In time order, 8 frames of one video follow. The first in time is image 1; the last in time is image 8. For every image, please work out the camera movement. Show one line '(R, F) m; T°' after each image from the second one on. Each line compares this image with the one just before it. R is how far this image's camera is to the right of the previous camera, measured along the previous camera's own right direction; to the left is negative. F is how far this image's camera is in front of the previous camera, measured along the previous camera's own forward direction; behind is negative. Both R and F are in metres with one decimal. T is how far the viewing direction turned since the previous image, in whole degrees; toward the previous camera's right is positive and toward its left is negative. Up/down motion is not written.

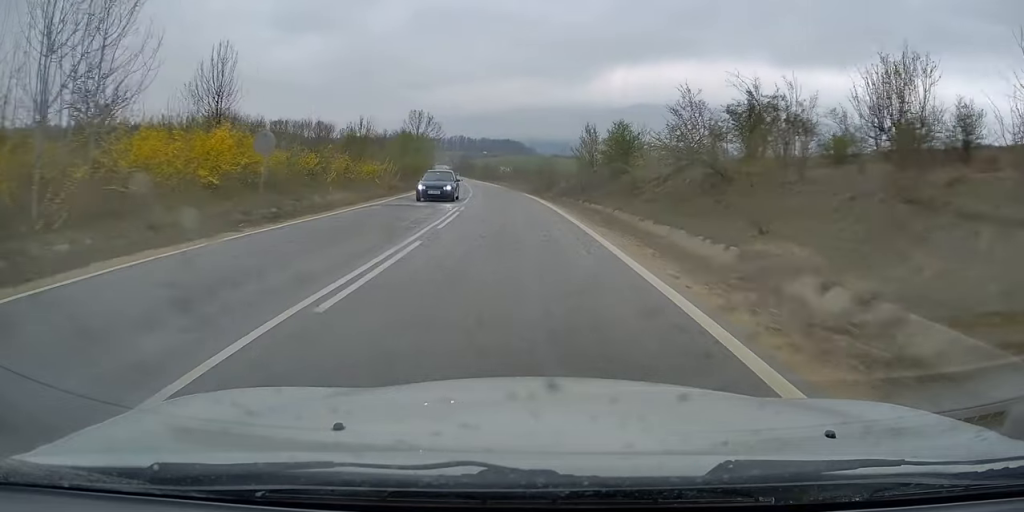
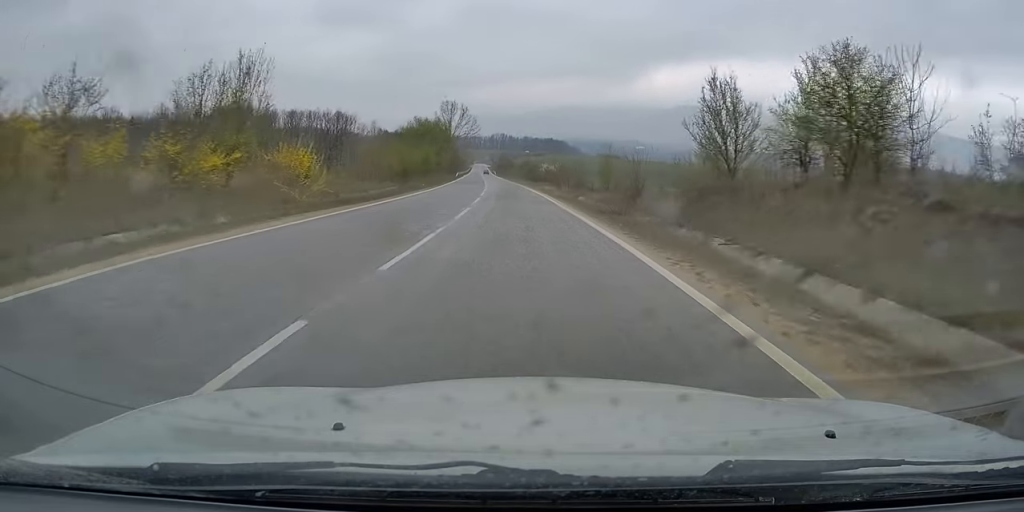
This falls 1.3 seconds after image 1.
(-1.0, +28.1) m; -3°
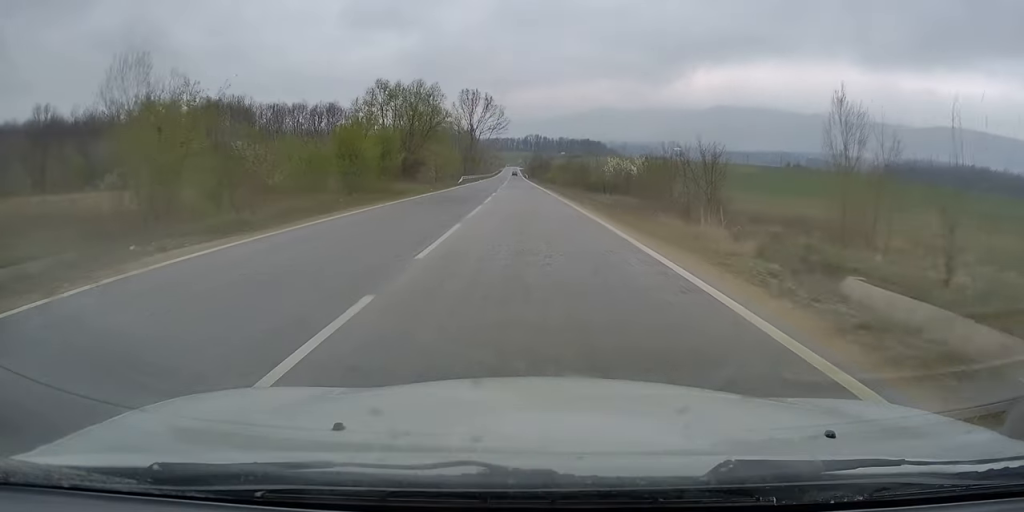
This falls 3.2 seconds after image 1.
(-1.1, +43.5) m; -3°
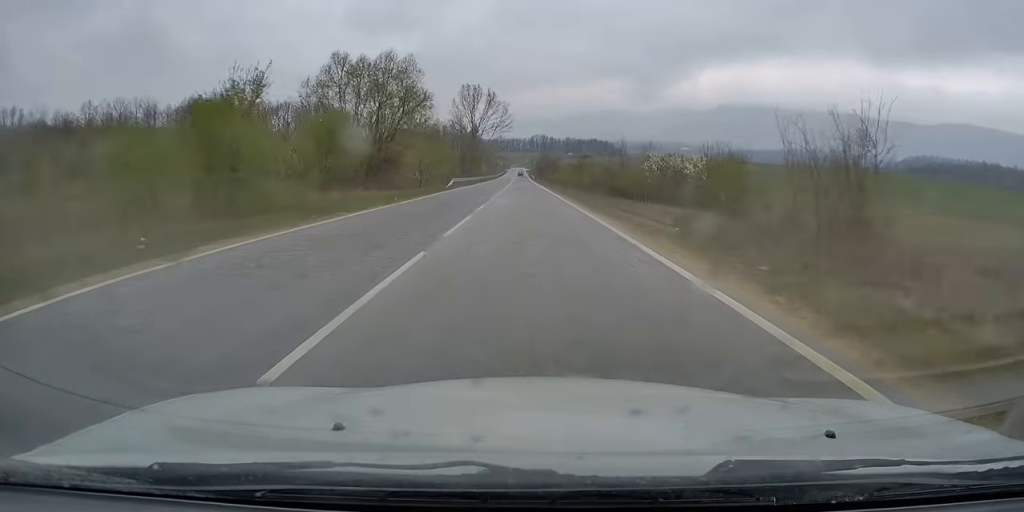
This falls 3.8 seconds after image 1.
(-0.1, +14.4) m; -1°
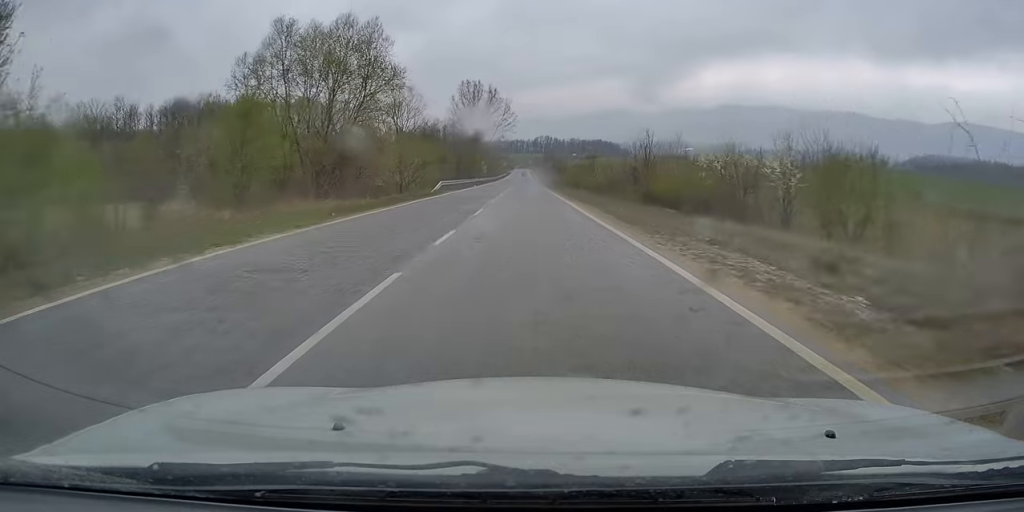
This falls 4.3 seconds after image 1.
(0.0, +10.6) m; 0°
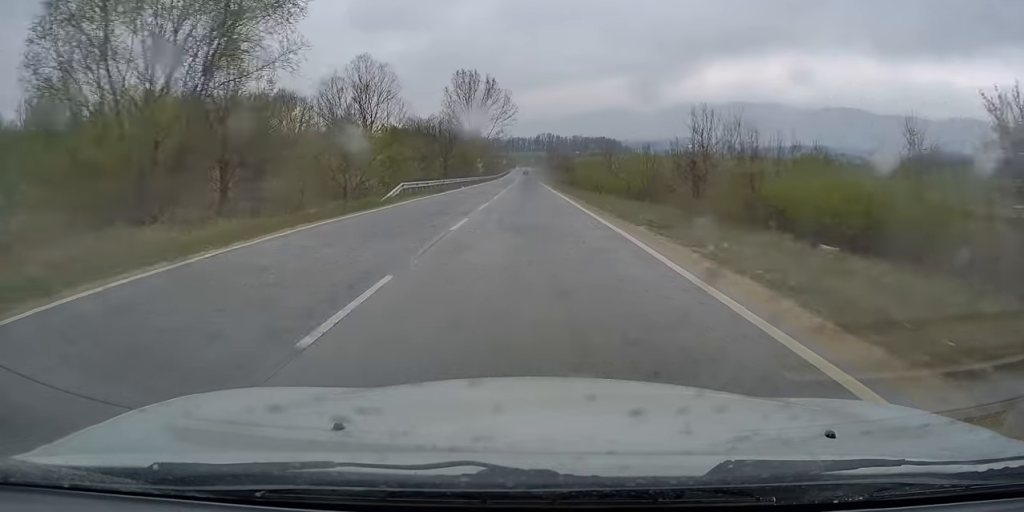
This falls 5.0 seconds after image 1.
(-0.1, +15.2) m; 0°
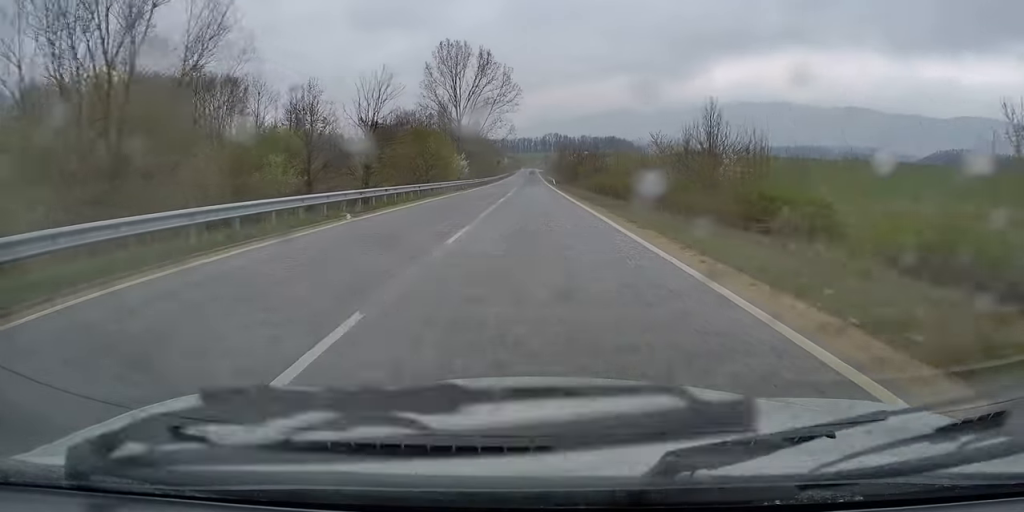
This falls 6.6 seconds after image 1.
(-0.2, +37.5) m; -1°
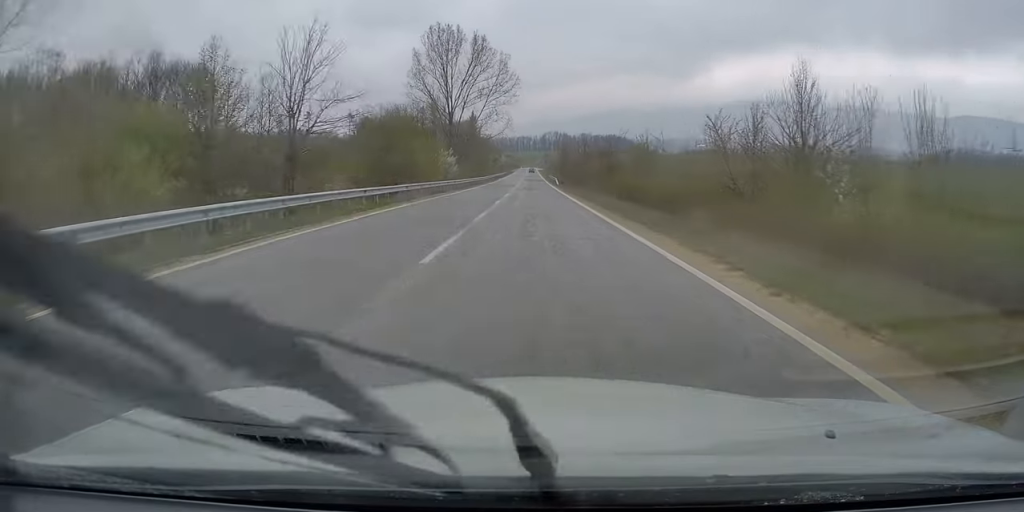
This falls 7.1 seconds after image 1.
(0.0, +11.6) m; 0°
